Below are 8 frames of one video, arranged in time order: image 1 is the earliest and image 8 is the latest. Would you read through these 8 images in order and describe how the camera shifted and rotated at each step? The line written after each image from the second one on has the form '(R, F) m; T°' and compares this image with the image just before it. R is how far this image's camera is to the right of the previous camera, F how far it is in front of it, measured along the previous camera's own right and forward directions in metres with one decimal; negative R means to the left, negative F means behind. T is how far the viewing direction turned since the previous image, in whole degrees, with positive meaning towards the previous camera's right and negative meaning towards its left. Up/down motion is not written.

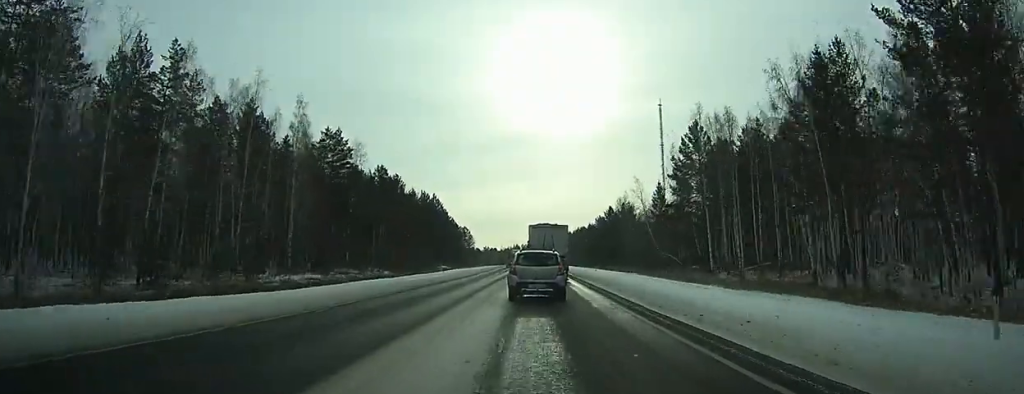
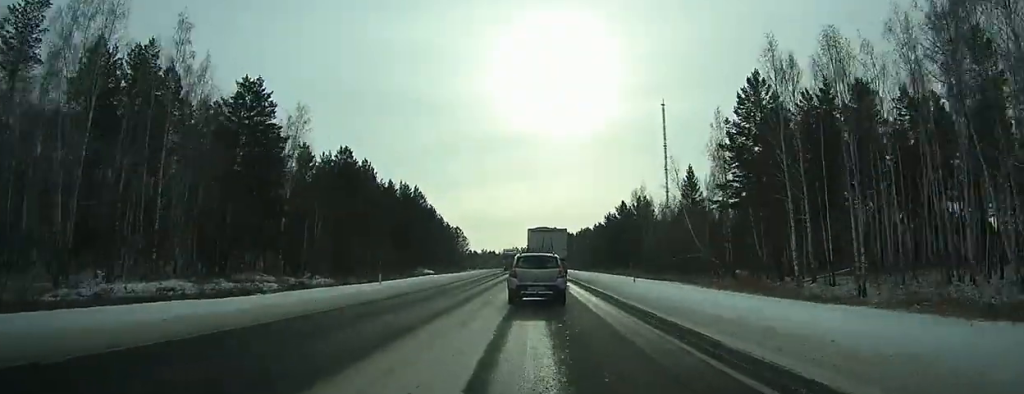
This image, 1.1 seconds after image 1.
(0.0, +23.7) m; 0°
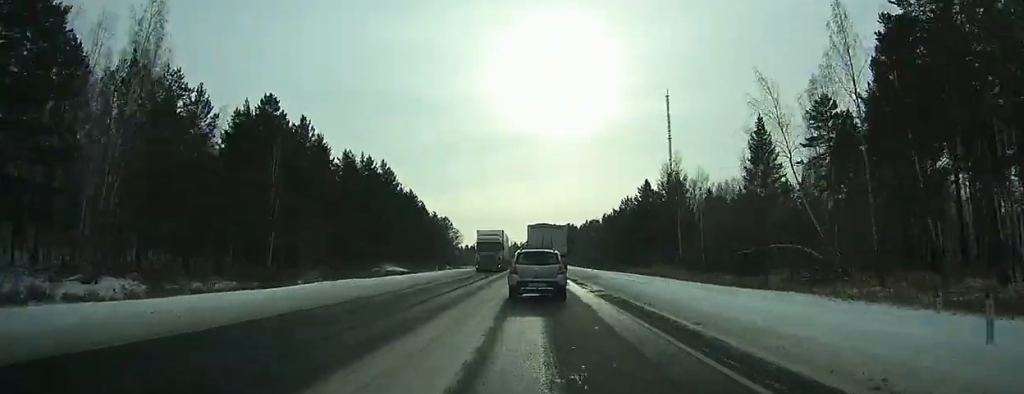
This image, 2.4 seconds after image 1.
(0.0, +28.4) m; 0°
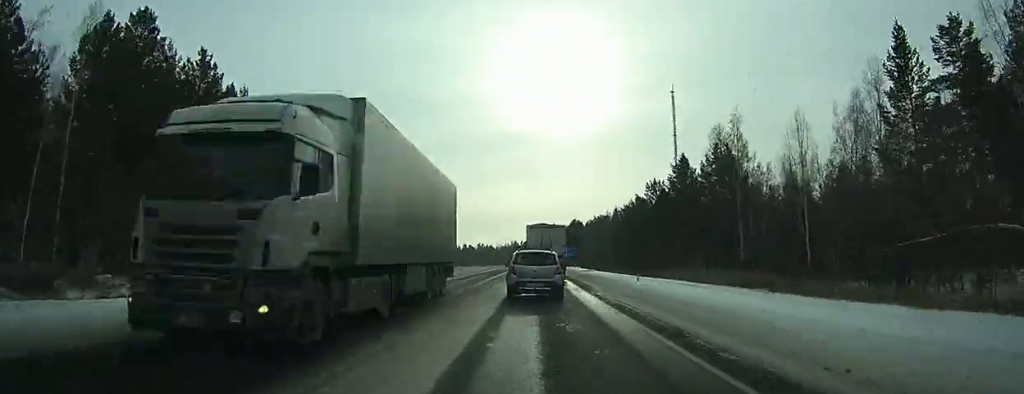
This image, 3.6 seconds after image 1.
(0.0, +24.9) m; 0°
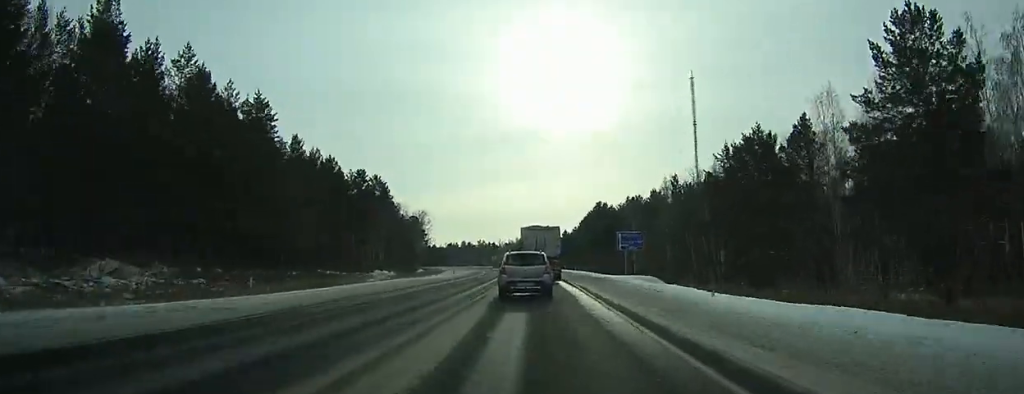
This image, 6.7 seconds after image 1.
(-0.5, +62.1) m; -1°
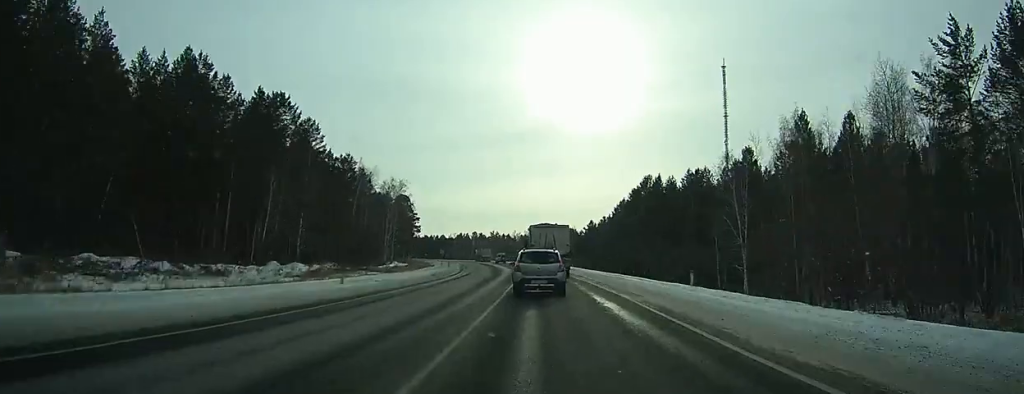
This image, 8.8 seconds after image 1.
(-0.4, +46.2) m; -1°
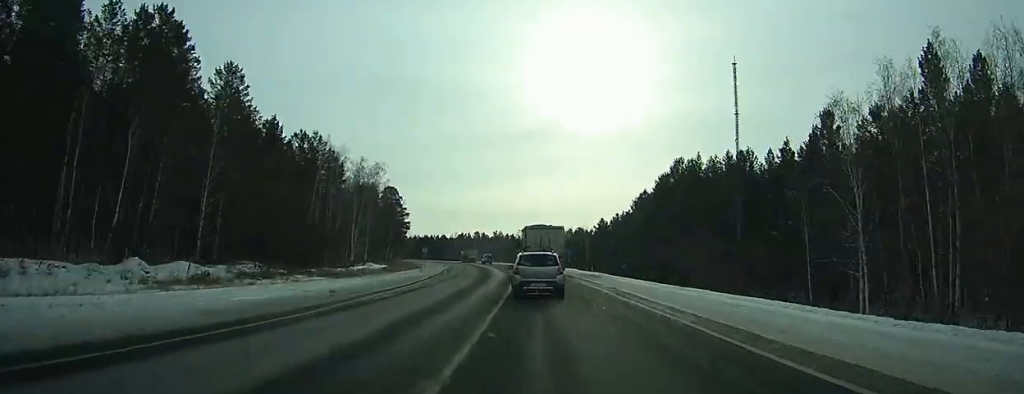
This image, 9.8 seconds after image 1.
(-0.2, +21.7) m; -1°
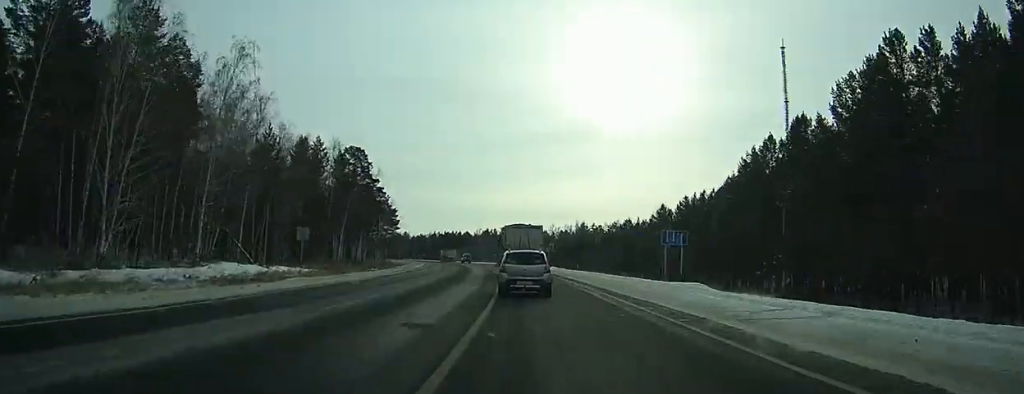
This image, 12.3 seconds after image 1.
(-1.0, +53.8) m; -3°
